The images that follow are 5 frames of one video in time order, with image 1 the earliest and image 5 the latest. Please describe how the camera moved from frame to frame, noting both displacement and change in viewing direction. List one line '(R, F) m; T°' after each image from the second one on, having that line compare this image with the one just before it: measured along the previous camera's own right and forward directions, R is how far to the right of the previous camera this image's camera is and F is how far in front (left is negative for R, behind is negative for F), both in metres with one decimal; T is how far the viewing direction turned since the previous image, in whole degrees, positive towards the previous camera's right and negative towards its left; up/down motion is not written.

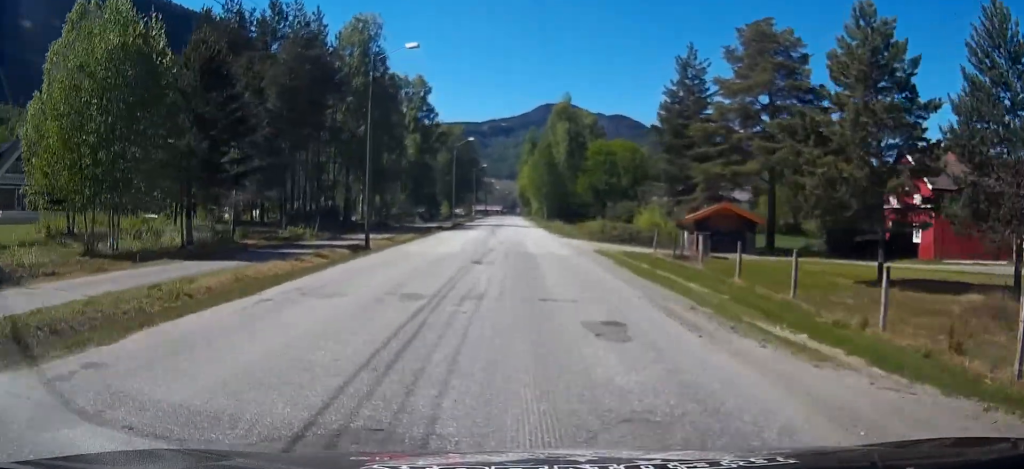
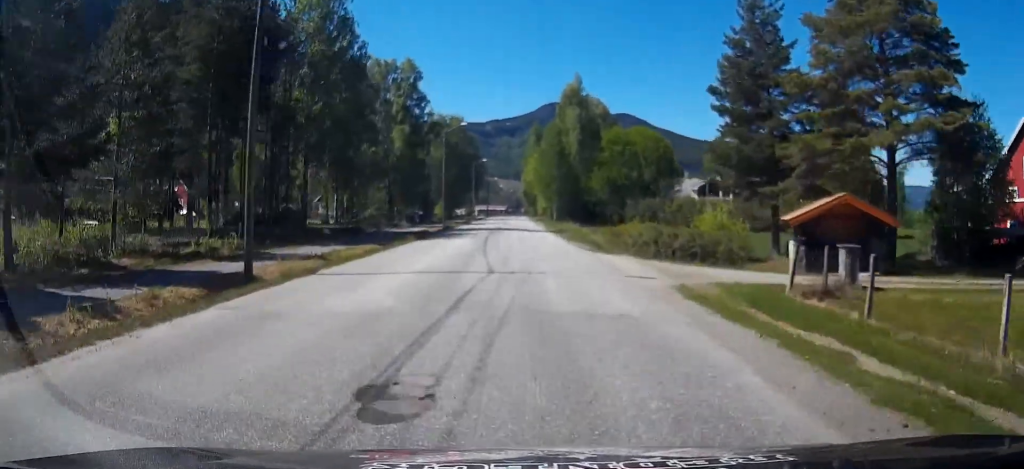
(+0.1, +11.7) m; 0°
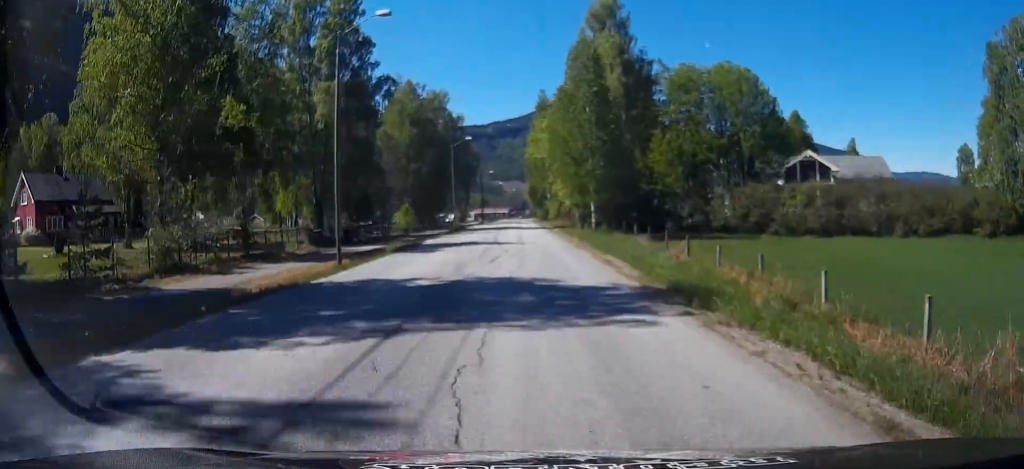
(+0.5, +31.8) m; 0°
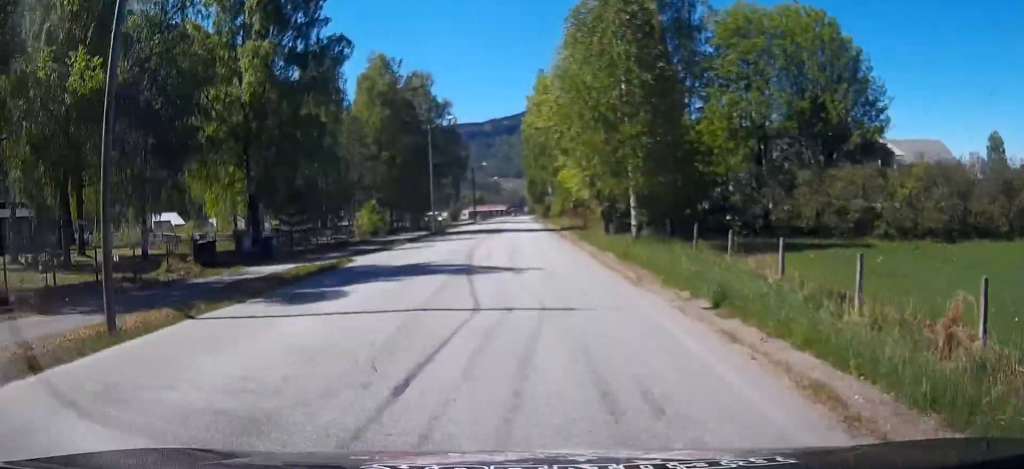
(-0.3, +13.2) m; -1°
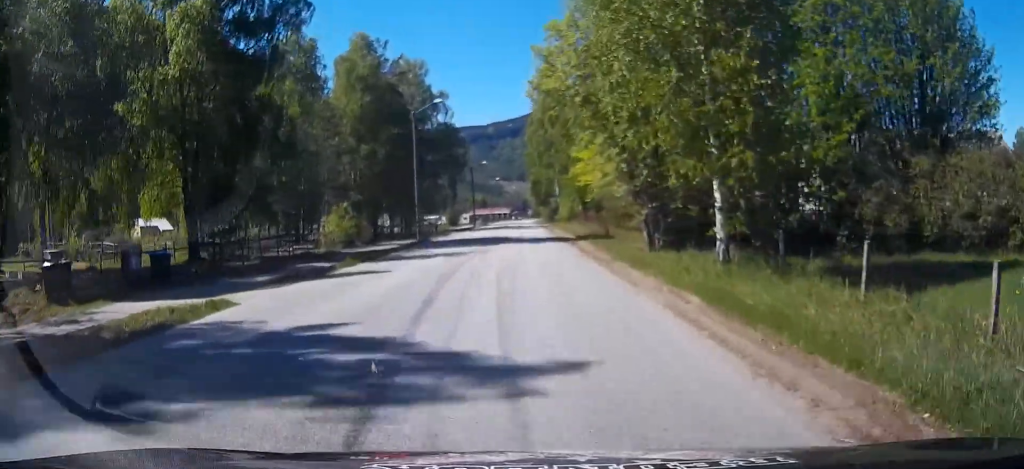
(0.0, +9.0) m; 0°
